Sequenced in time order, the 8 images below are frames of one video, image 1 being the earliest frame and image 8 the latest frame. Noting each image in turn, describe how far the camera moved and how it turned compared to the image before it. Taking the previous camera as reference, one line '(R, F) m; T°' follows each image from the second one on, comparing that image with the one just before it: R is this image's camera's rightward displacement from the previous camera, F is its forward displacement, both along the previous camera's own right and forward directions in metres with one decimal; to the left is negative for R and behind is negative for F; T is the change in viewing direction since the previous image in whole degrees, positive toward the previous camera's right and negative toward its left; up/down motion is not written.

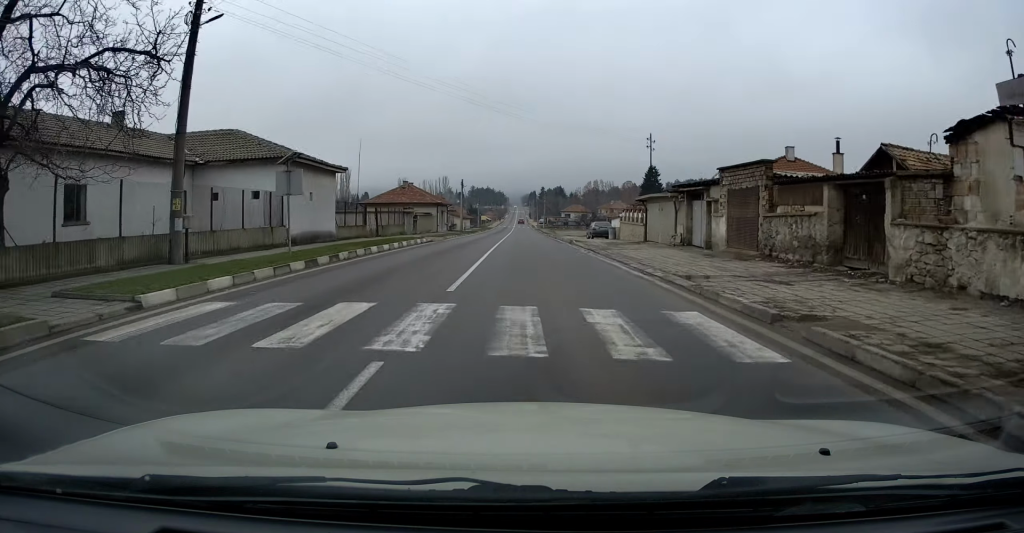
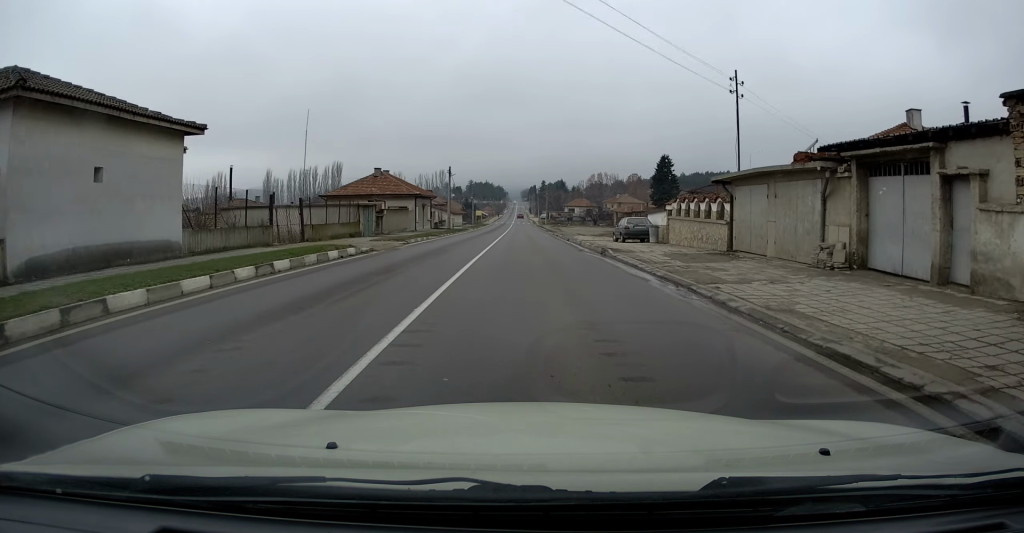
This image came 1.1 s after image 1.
(0.0, +14.7) m; 0°
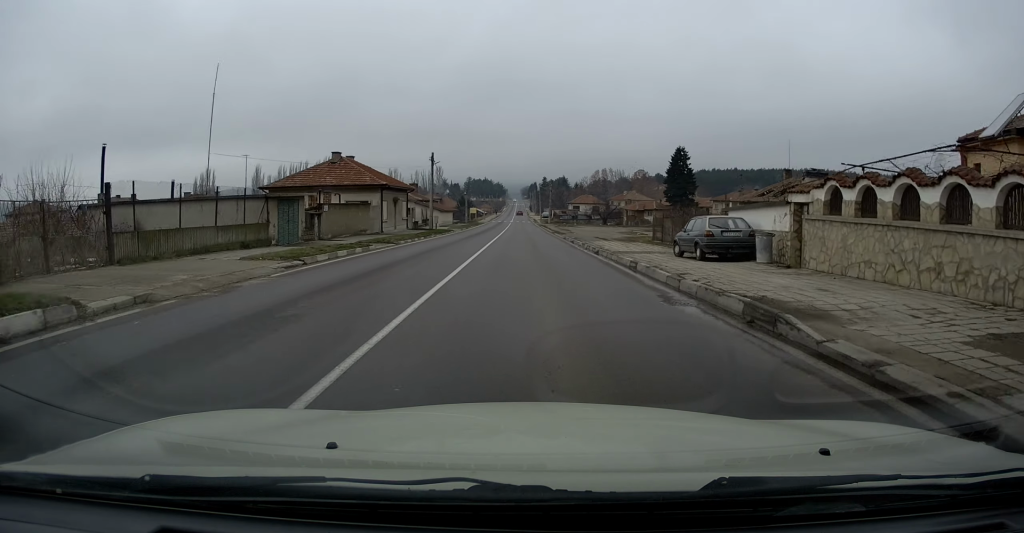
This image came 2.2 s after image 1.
(+0.1, +14.5) m; 0°
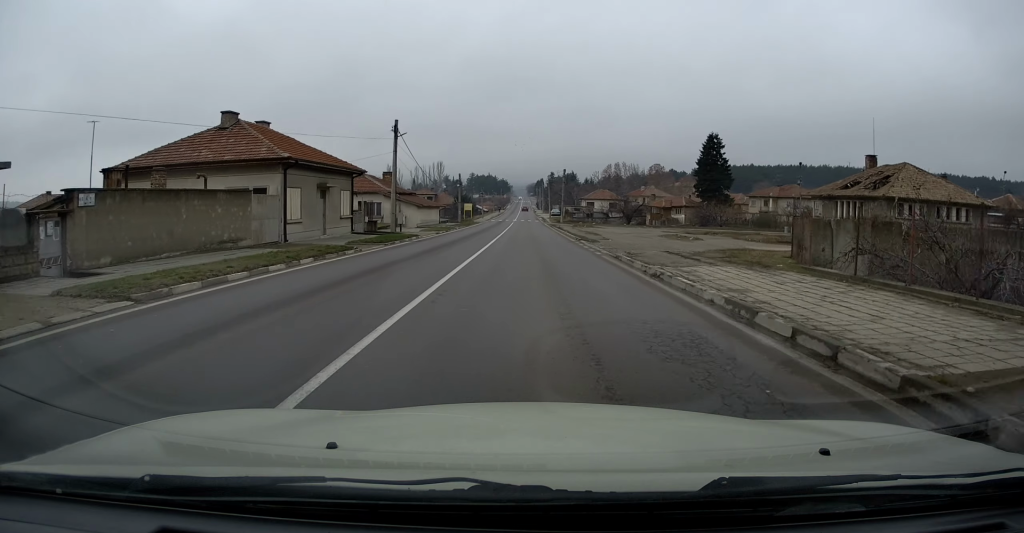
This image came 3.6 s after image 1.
(-0.2, +19.8) m; -1°
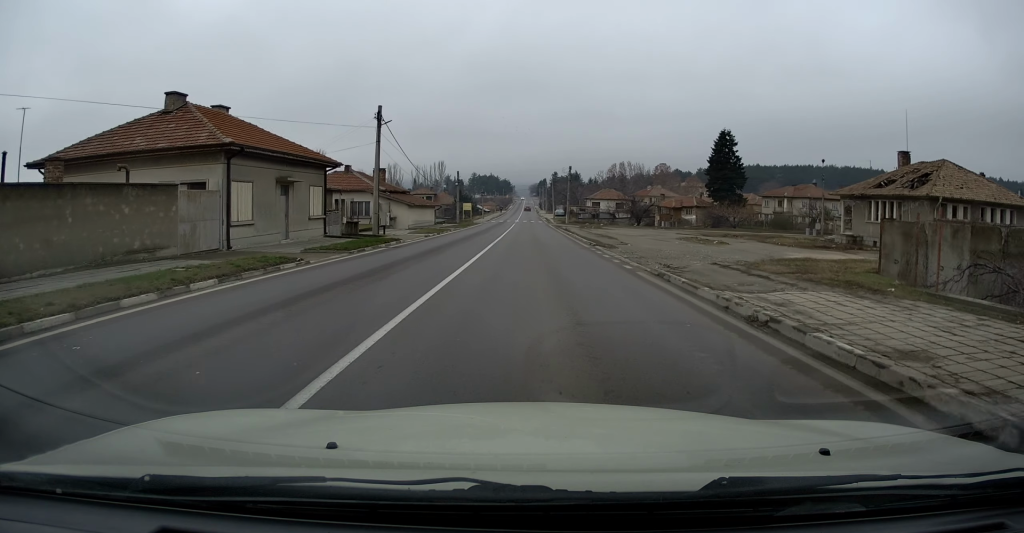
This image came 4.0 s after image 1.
(0.0, +5.6) m; 0°
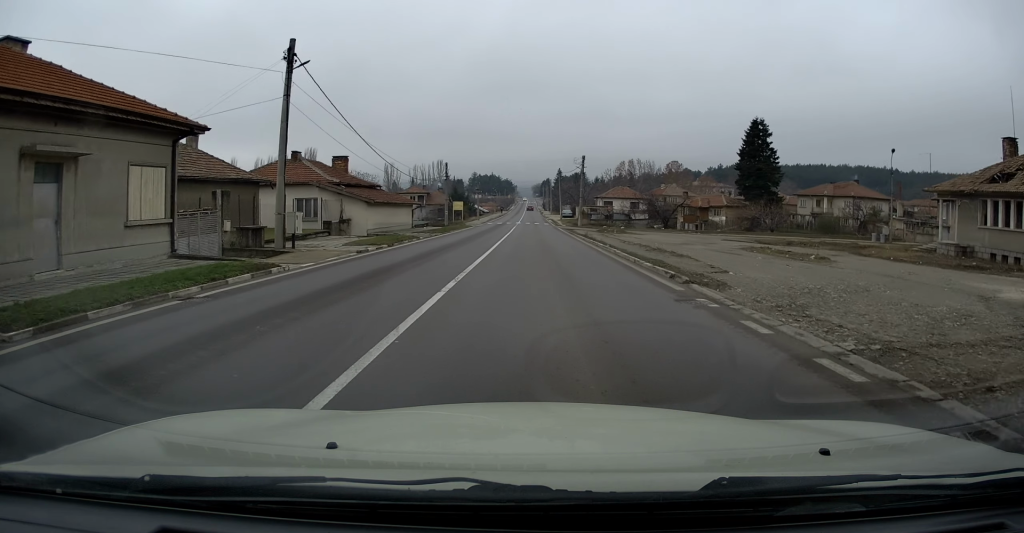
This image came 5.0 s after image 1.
(0.0, +14.5) m; 0°
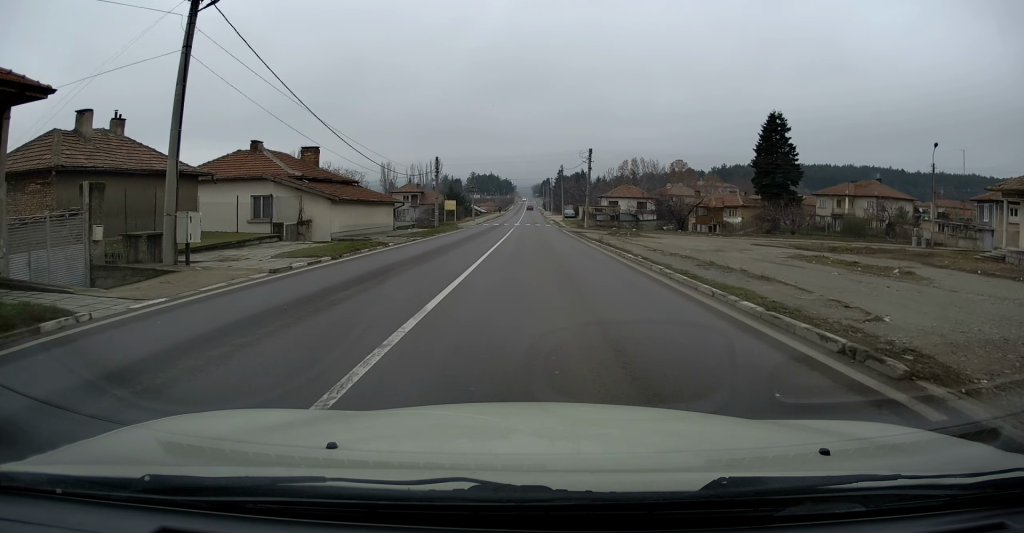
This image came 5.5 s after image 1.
(0.0, +7.1) m; 0°
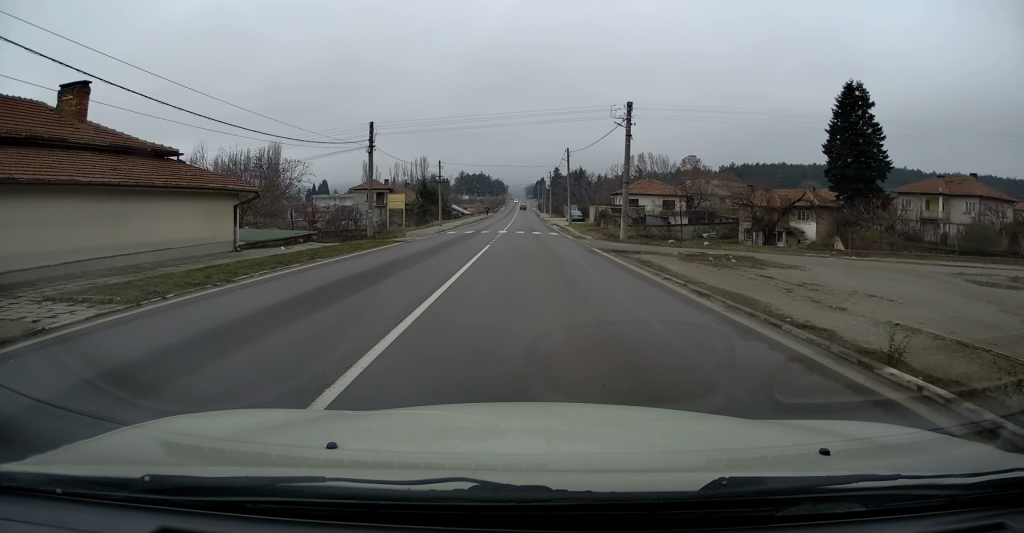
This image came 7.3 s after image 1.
(+0.5, +24.1) m; +1°
